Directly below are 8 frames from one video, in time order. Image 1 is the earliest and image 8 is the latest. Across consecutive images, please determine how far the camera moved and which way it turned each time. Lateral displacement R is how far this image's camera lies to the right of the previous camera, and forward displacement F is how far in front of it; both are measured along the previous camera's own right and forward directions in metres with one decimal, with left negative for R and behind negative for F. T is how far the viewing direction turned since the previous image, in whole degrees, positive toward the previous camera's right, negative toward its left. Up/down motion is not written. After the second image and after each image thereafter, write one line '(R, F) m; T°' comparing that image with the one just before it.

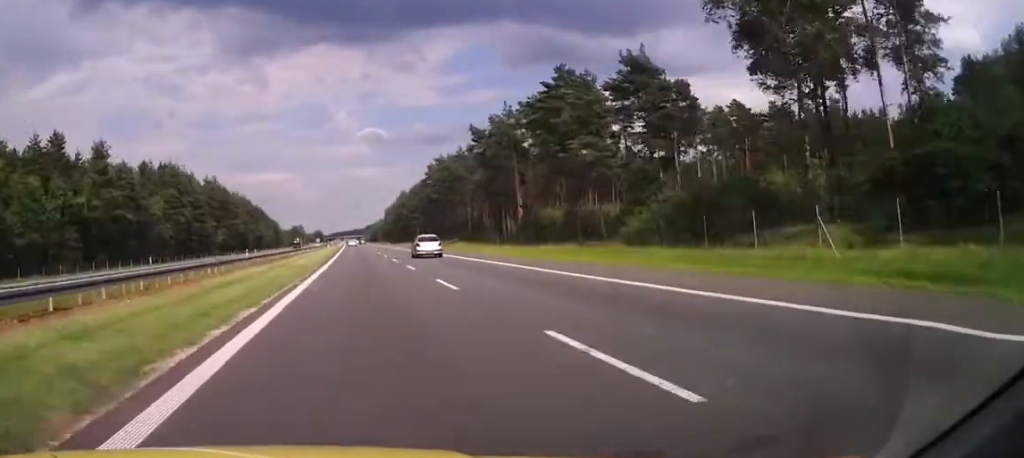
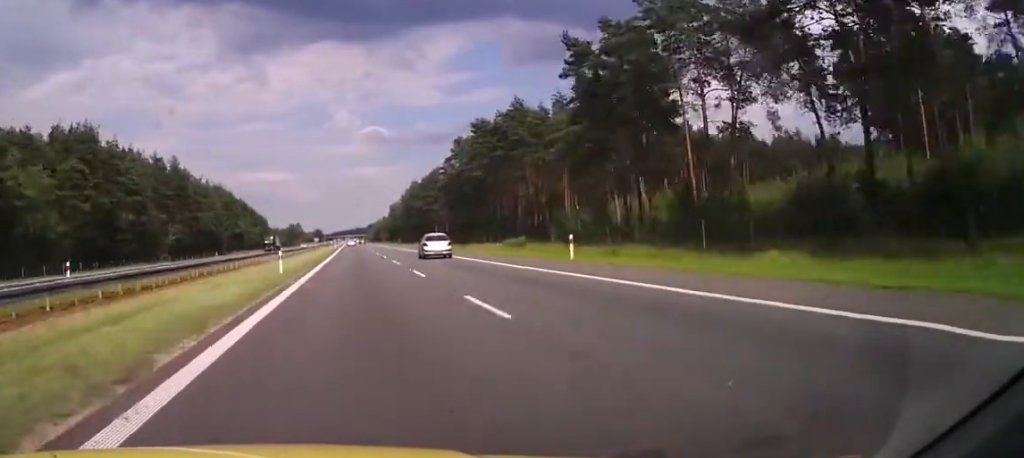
(-0.2, +57.7) m; 0°
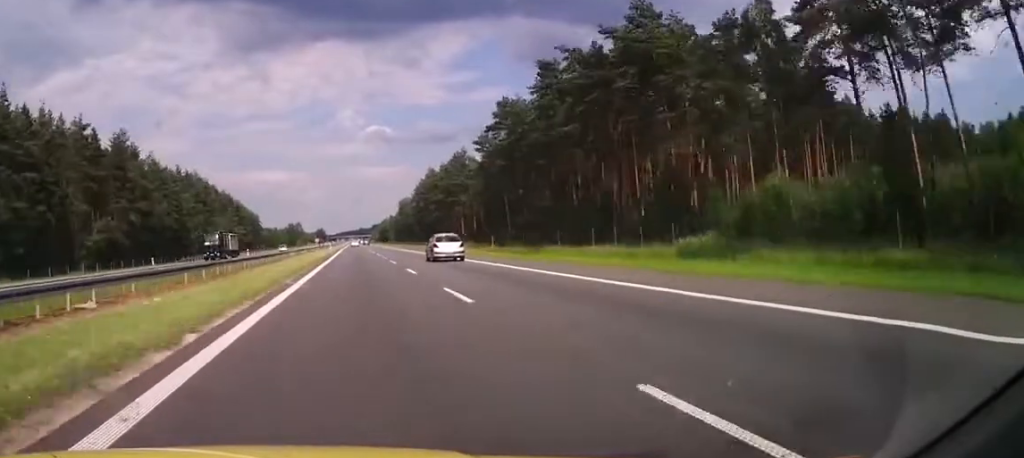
(-0.2, +47.7) m; -1°
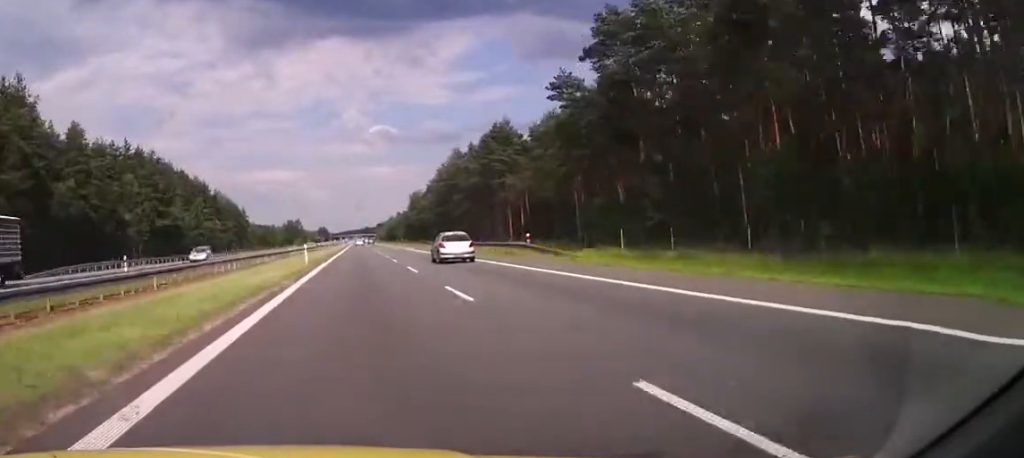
(-0.4, +48.9) m; 0°
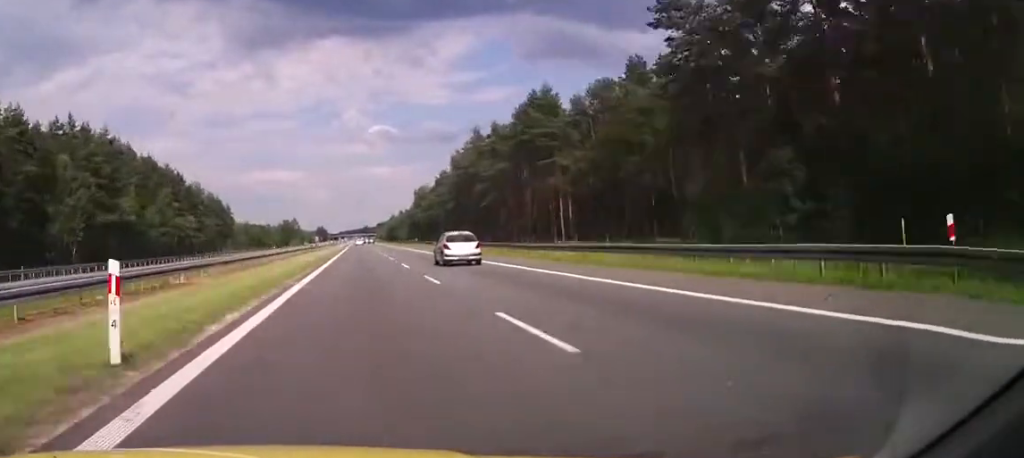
(-0.1, +30.7) m; 0°
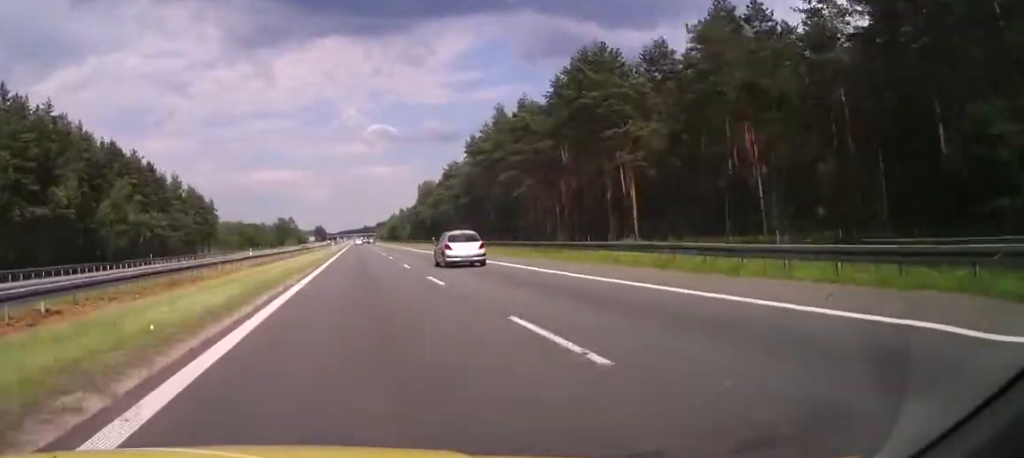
(+0.1, +24.7) m; 0°
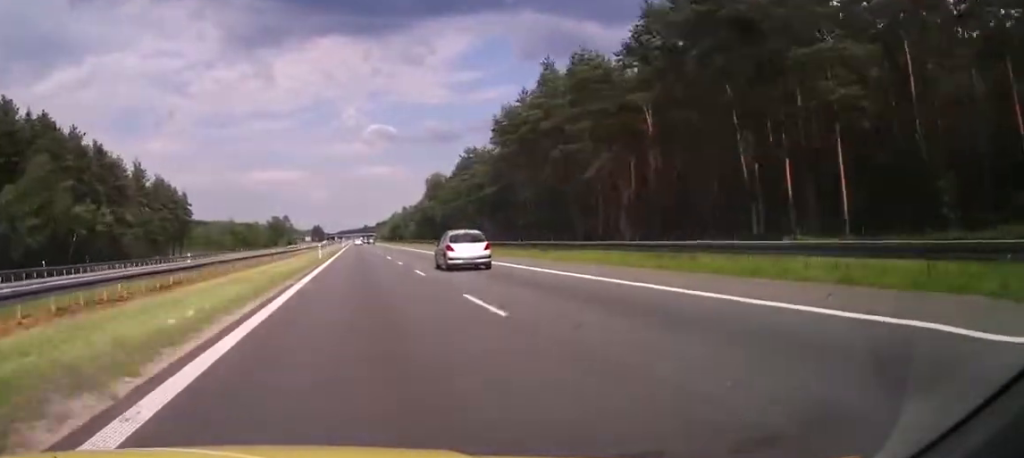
(+0.1, +31.3) m; 0°
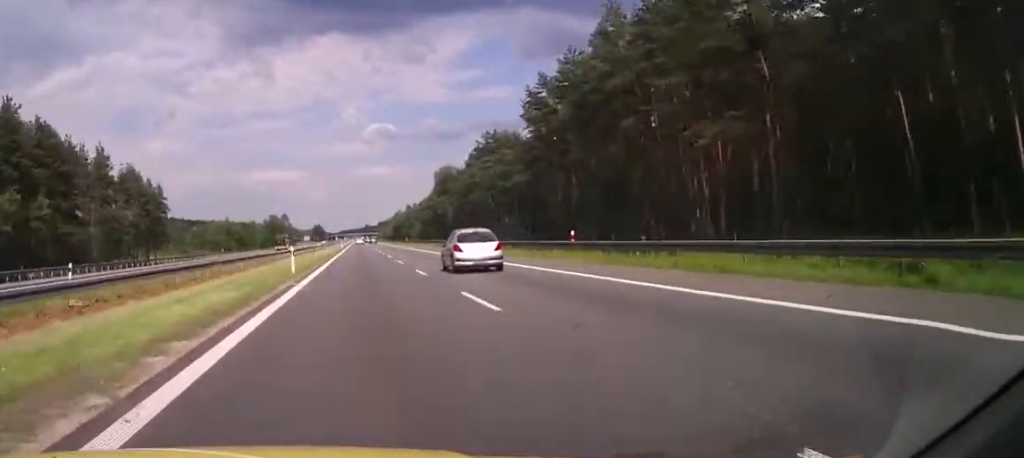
(+0.1, +23.0) m; 0°
